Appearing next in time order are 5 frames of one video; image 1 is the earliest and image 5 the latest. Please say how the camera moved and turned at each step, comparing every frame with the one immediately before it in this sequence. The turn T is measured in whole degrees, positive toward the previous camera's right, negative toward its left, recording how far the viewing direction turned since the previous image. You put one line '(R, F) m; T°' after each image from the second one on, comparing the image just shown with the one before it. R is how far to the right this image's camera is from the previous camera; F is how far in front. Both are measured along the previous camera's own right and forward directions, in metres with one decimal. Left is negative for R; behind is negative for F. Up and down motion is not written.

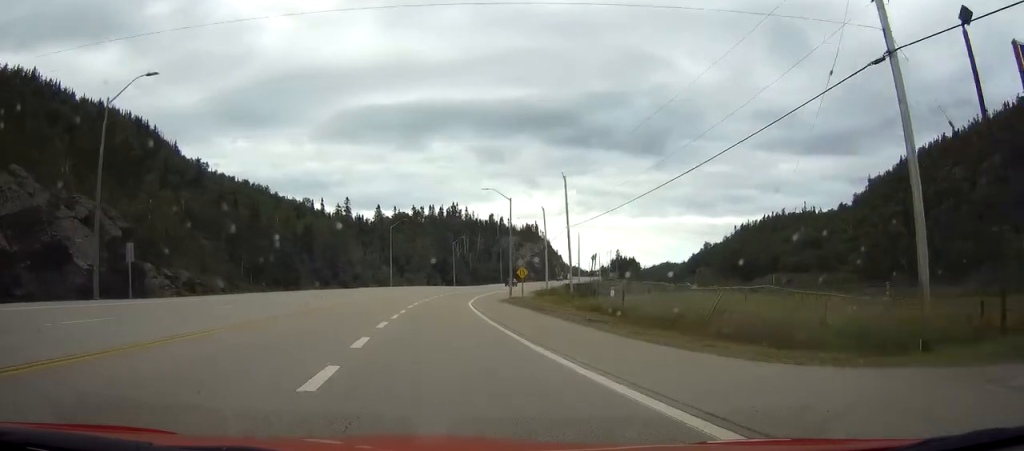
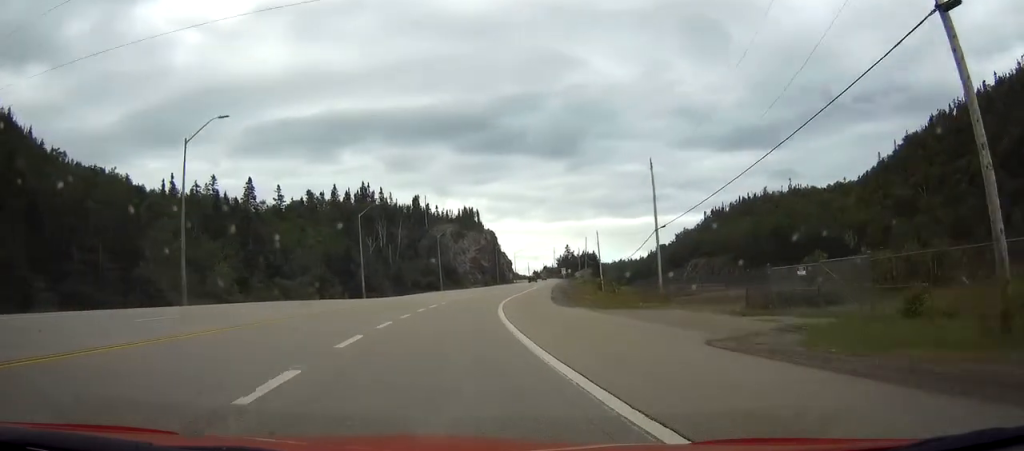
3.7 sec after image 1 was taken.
(+3.9, +78.1) m; +11°
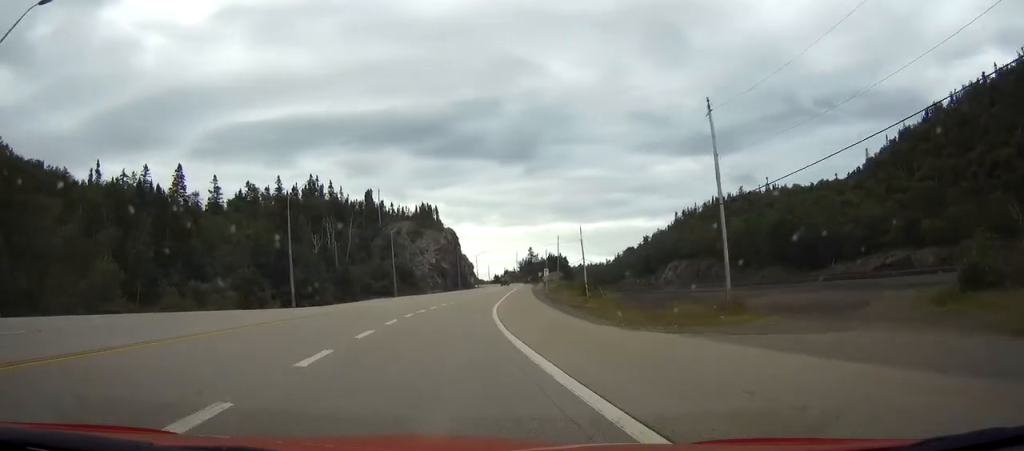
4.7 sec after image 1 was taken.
(+1.4, +20.5) m; +4°
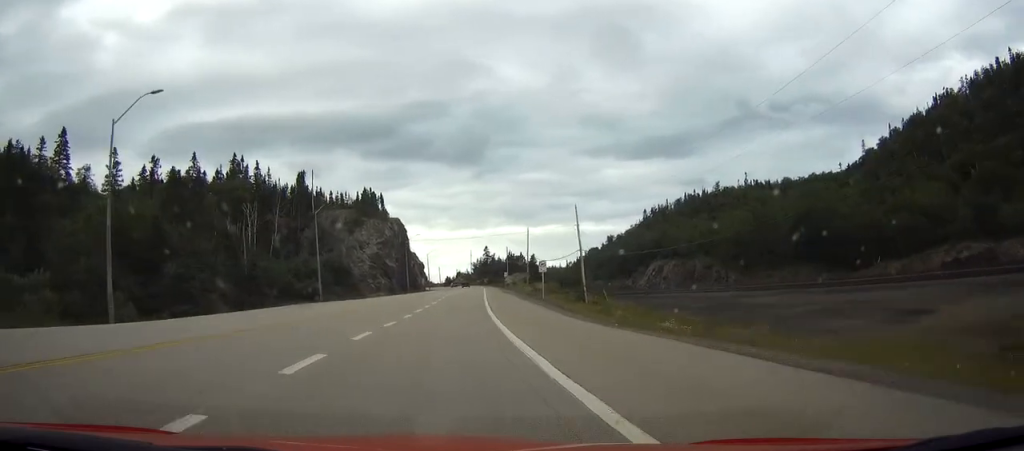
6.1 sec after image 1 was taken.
(0.0, +30.8) m; 0°
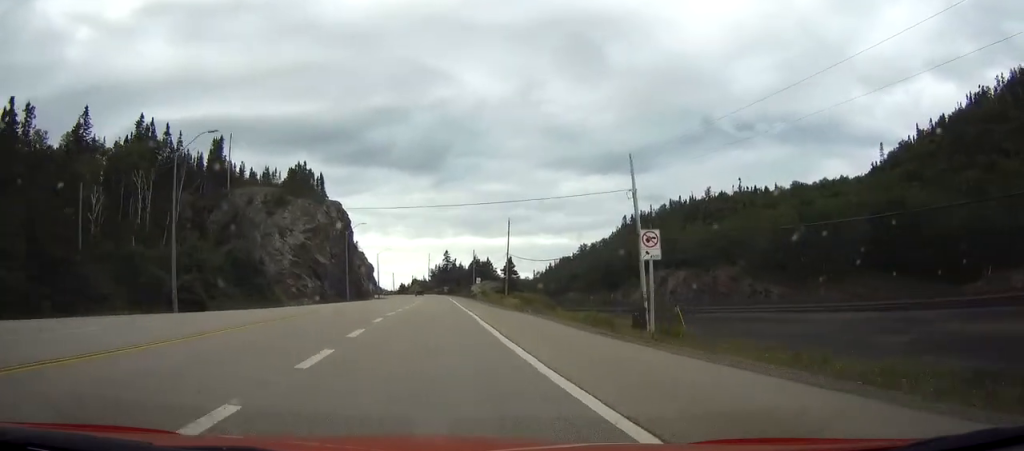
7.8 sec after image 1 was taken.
(0.0, +35.5) m; 0°
